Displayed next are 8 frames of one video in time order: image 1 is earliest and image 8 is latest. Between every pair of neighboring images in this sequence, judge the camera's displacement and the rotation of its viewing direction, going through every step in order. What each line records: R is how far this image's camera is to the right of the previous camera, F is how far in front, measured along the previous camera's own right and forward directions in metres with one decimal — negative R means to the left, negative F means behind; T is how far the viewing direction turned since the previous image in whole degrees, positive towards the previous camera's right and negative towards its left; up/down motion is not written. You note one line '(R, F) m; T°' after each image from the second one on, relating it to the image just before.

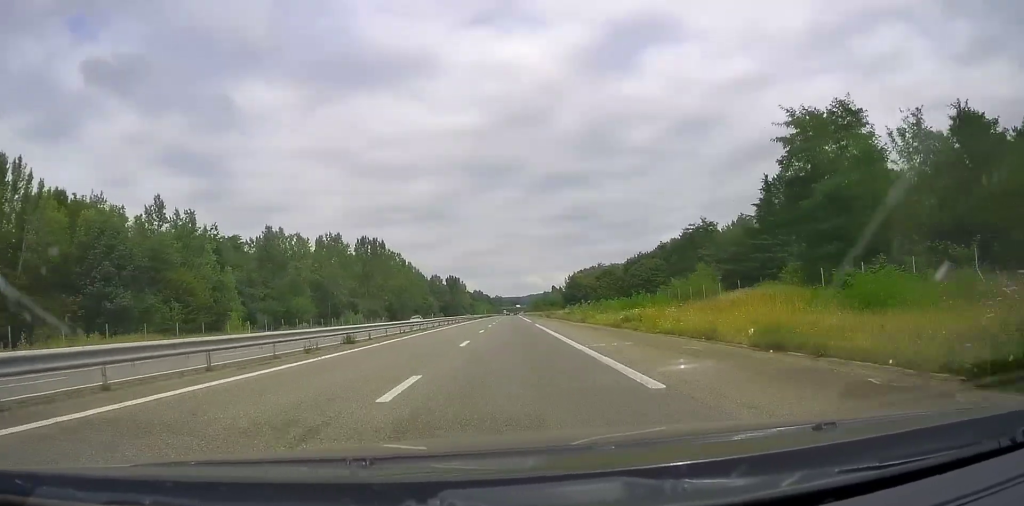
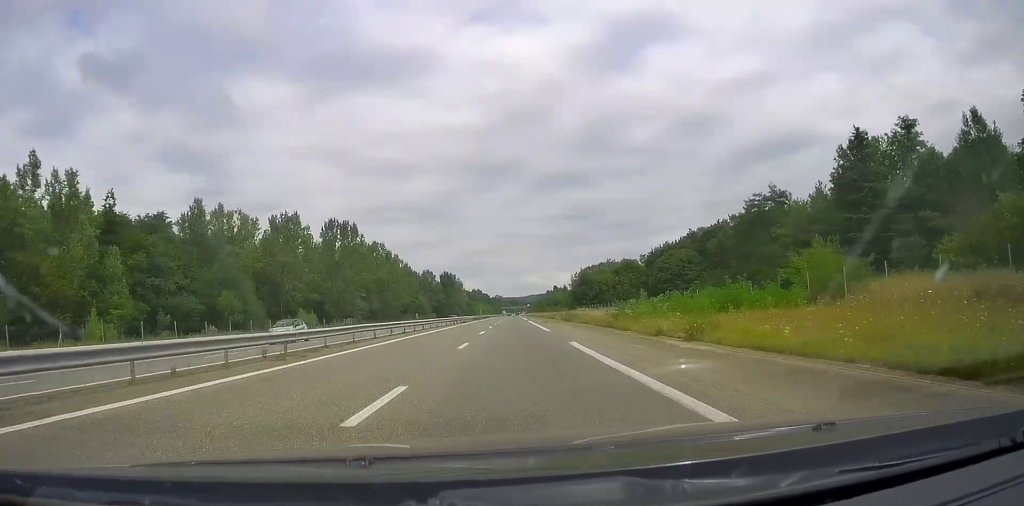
(-0.8, +26.9) m; -1°
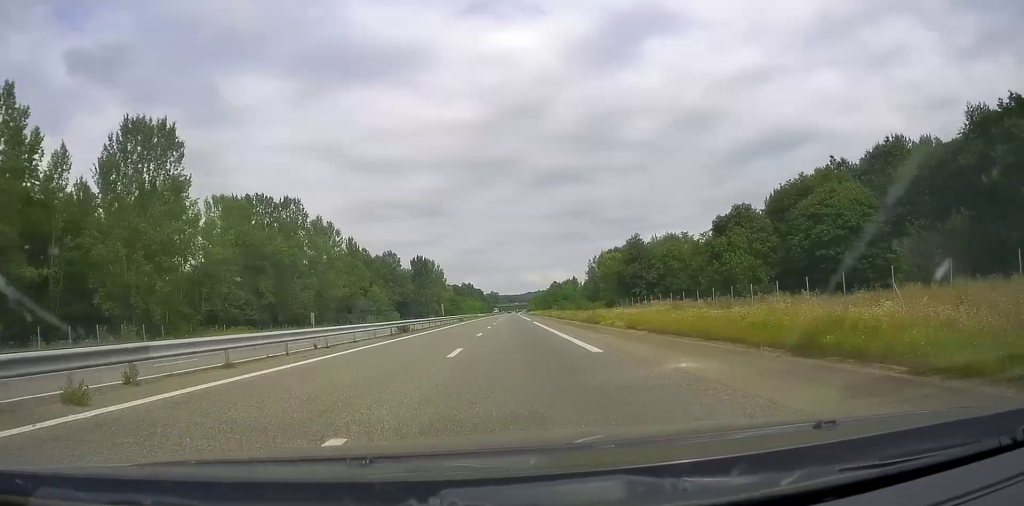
(-0.3, +67.8) m; 0°
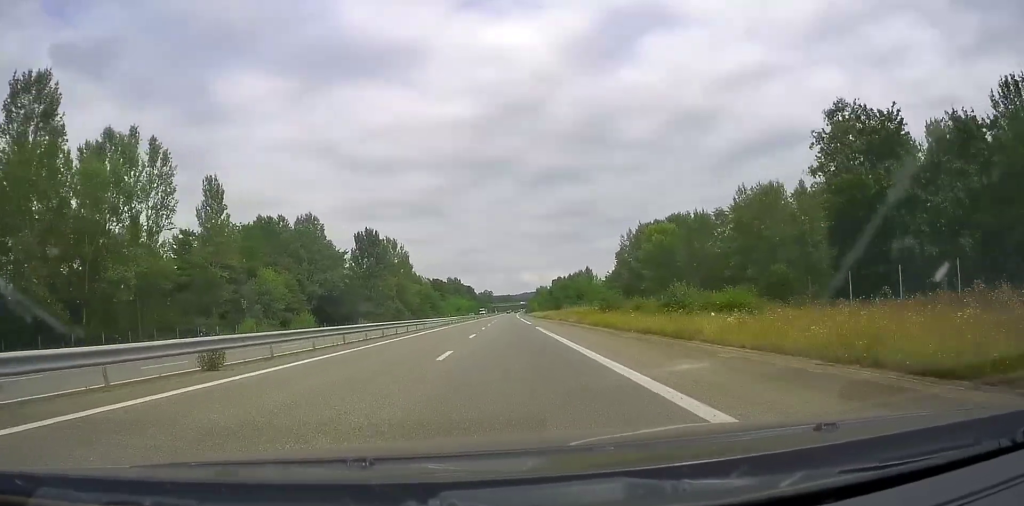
(+0.5, +64.5) m; 0°
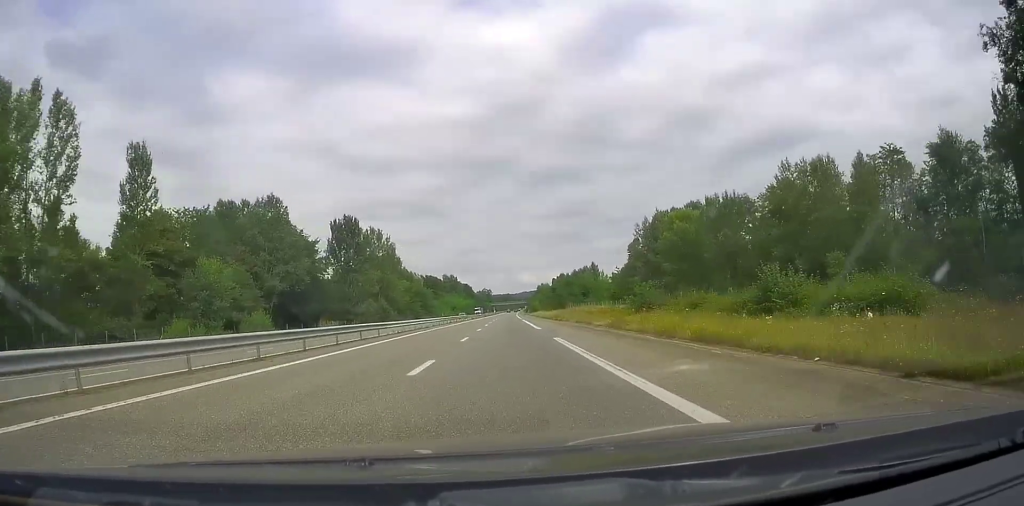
(-0.1, +16.8) m; 0°
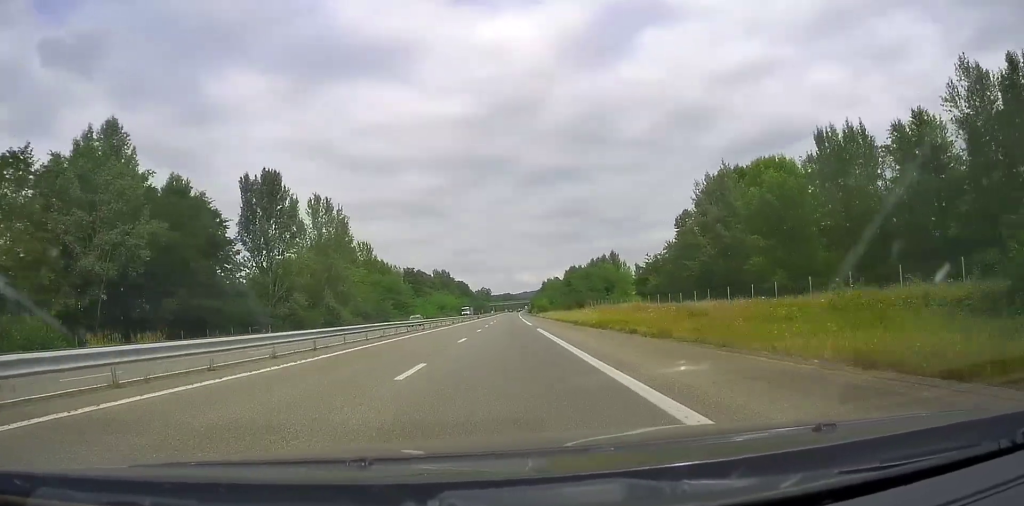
(-0.1, +39.1) m; 0°
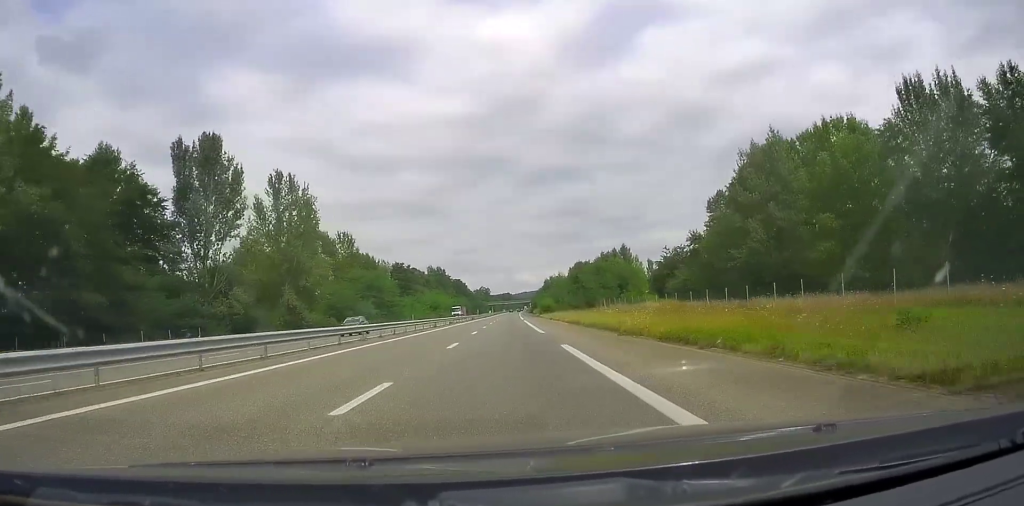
(+0.1, +16.7) m; 0°
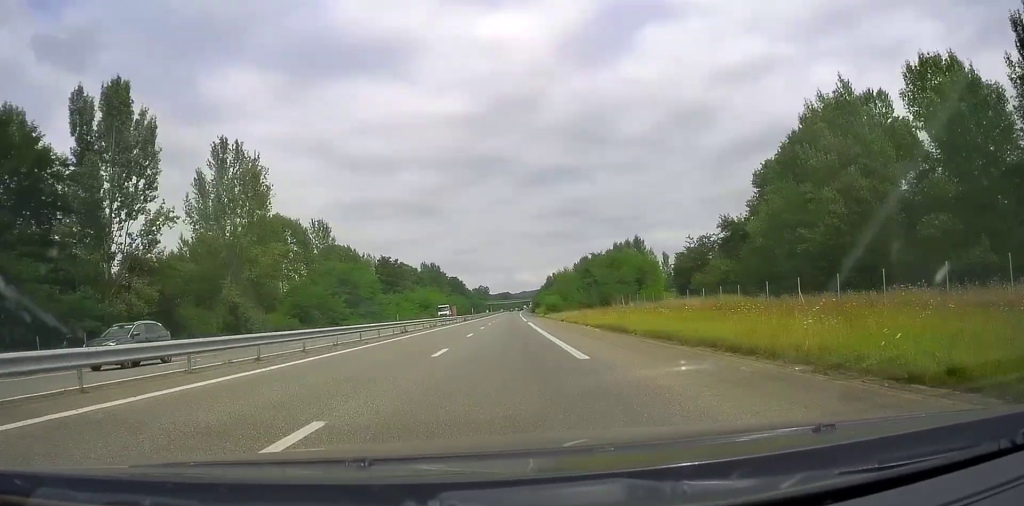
(+0.1, +16.6) m; 0°
